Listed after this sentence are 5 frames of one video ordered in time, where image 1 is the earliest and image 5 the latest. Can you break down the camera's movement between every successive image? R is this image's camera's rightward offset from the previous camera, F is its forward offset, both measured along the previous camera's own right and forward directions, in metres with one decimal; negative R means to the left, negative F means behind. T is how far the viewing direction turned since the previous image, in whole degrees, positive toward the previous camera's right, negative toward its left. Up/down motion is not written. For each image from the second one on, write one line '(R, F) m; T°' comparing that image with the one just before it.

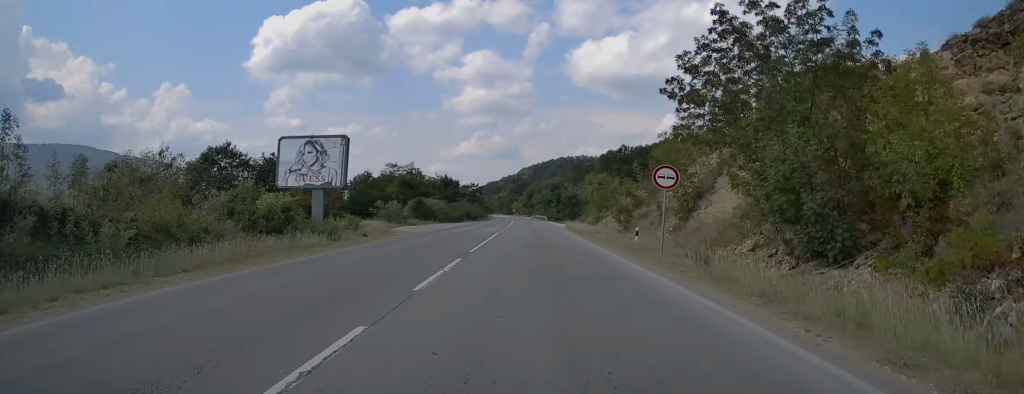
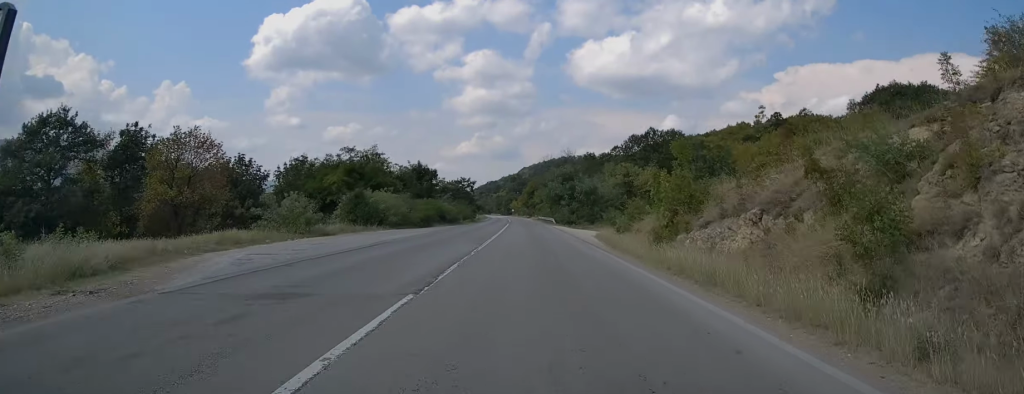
(+0.4, +26.7) m; 0°
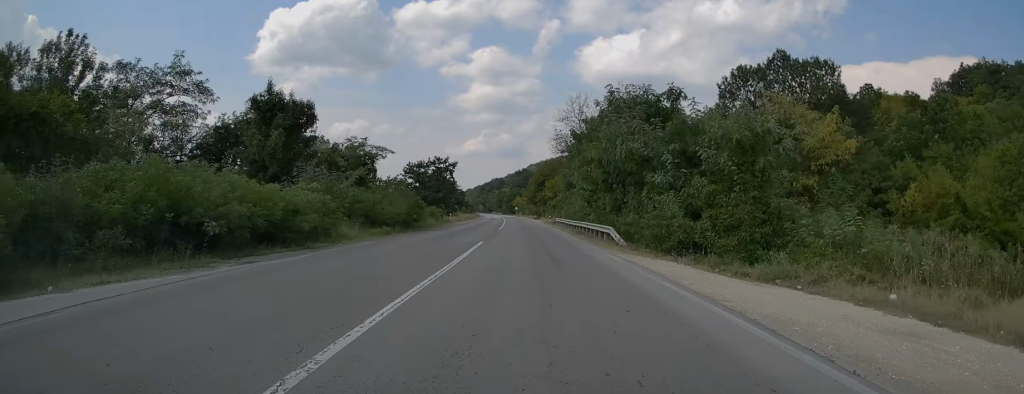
(-0.1, +48.2) m; 0°
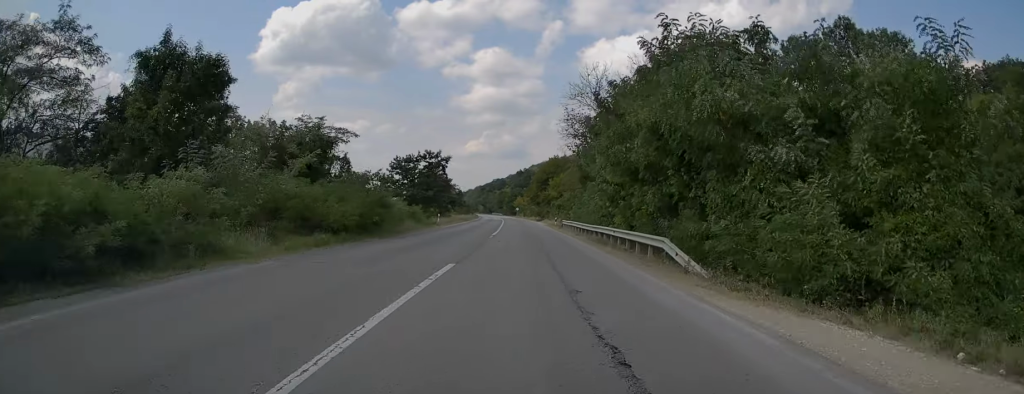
(-0.1, +10.3) m; 0°
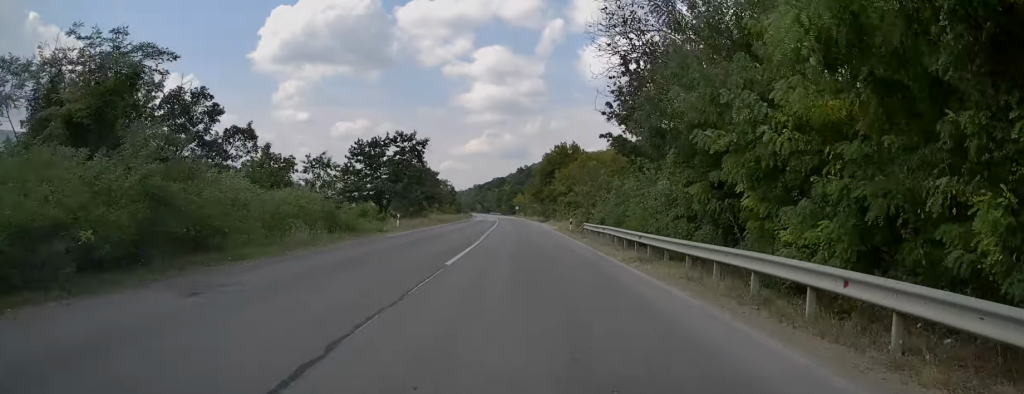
(-0.2, +19.0) m; -1°
